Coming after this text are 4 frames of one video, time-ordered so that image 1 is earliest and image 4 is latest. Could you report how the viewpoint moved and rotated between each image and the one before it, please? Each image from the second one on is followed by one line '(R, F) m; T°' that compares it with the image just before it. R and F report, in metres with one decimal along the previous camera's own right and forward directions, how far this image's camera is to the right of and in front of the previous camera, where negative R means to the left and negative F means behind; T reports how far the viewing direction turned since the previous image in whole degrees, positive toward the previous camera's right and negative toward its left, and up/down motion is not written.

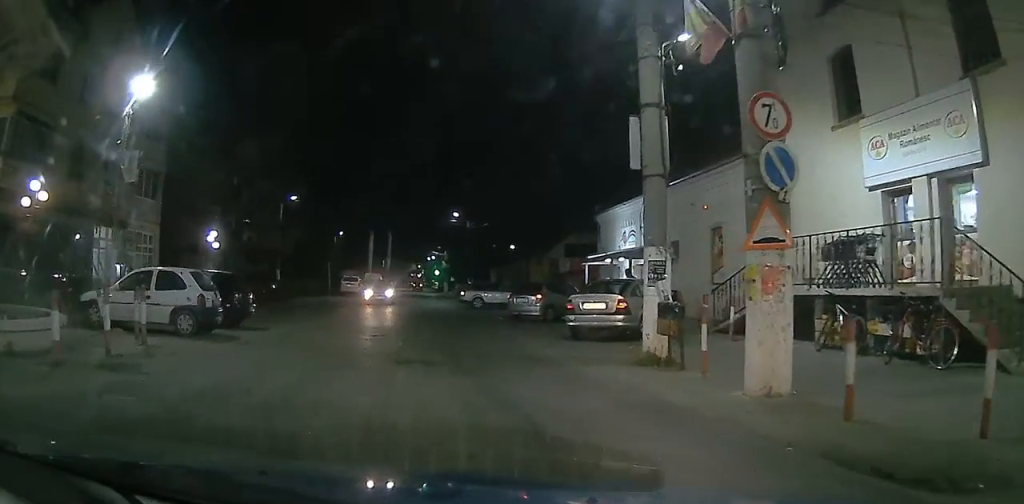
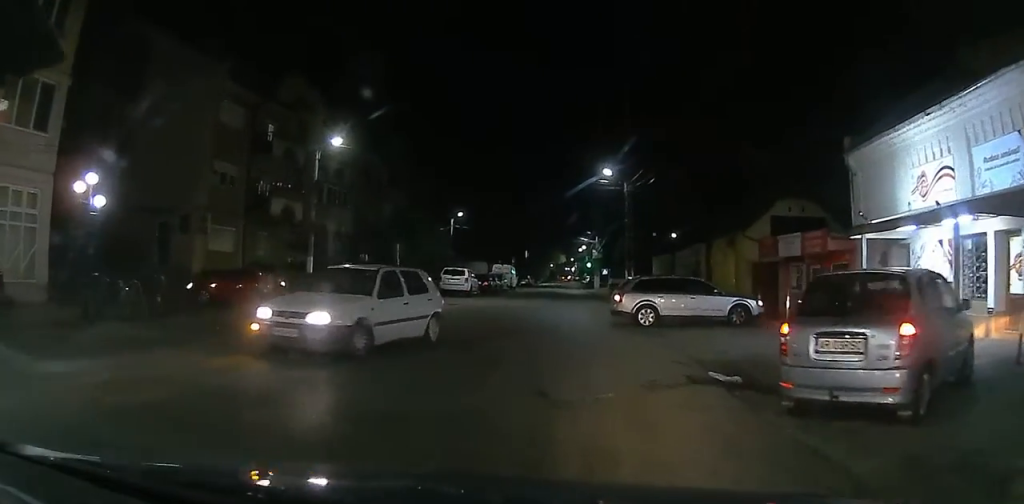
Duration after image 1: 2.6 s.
(-1.0, +12.5) m; -11°
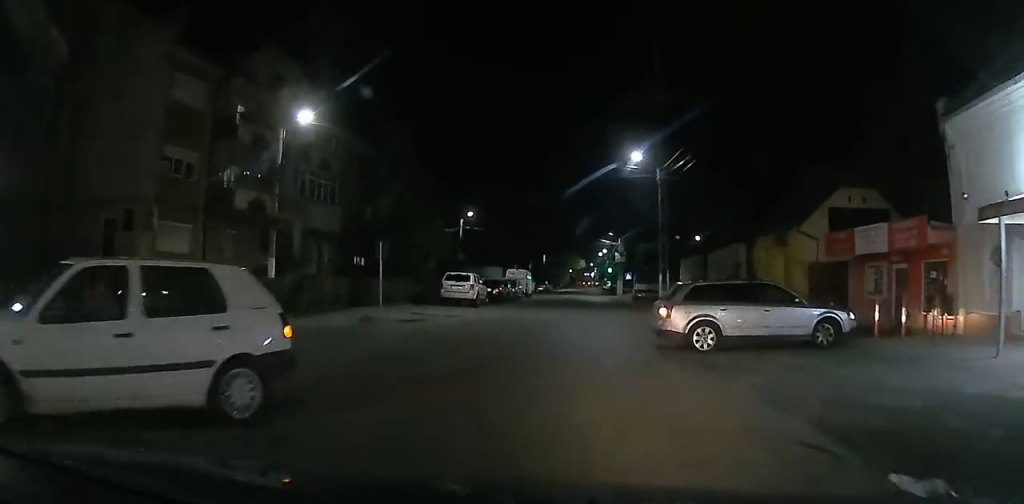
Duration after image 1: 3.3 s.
(-0.5, +4.8) m; 0°
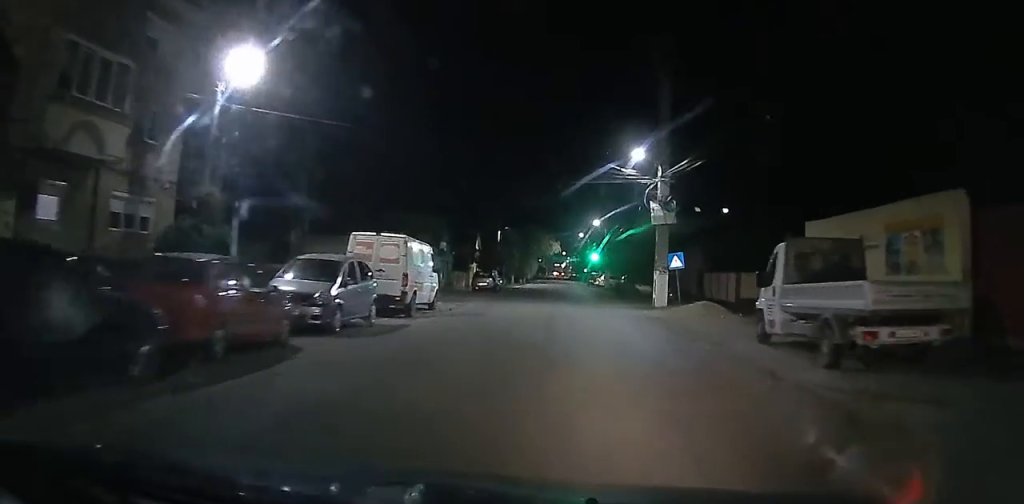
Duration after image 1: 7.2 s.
(-2.3, +35.1) m; -7°
